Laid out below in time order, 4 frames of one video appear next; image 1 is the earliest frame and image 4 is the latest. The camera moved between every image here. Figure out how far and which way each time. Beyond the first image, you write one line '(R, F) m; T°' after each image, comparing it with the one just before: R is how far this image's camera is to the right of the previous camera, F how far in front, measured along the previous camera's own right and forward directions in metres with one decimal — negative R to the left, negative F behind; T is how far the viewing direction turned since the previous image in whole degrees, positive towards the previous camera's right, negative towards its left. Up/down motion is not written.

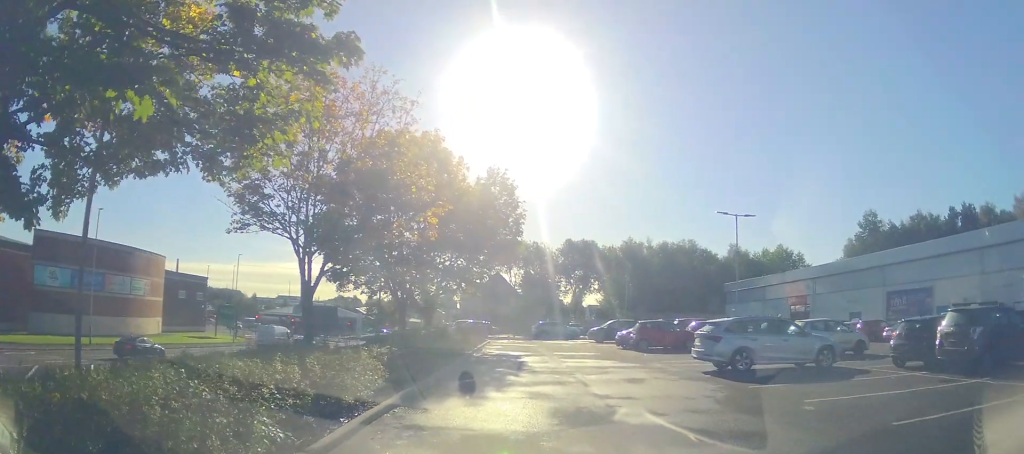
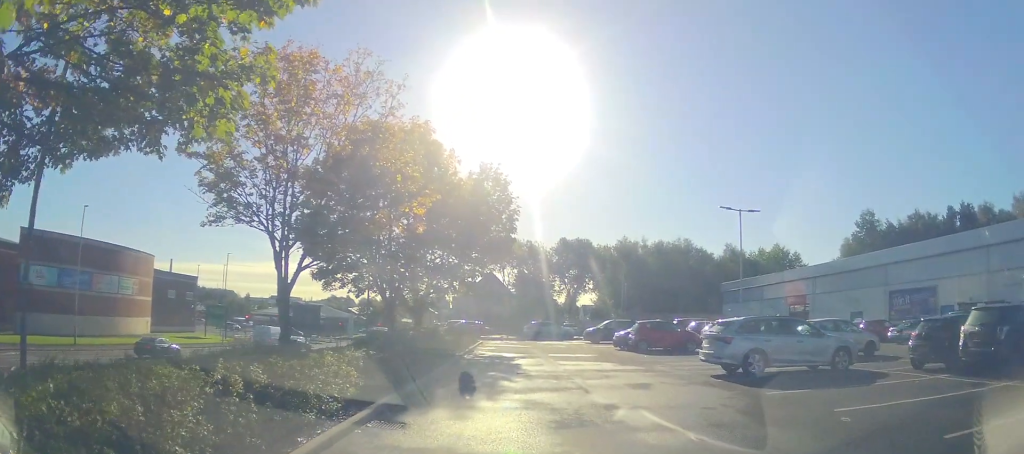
(0.0, +1.3) m; +1°
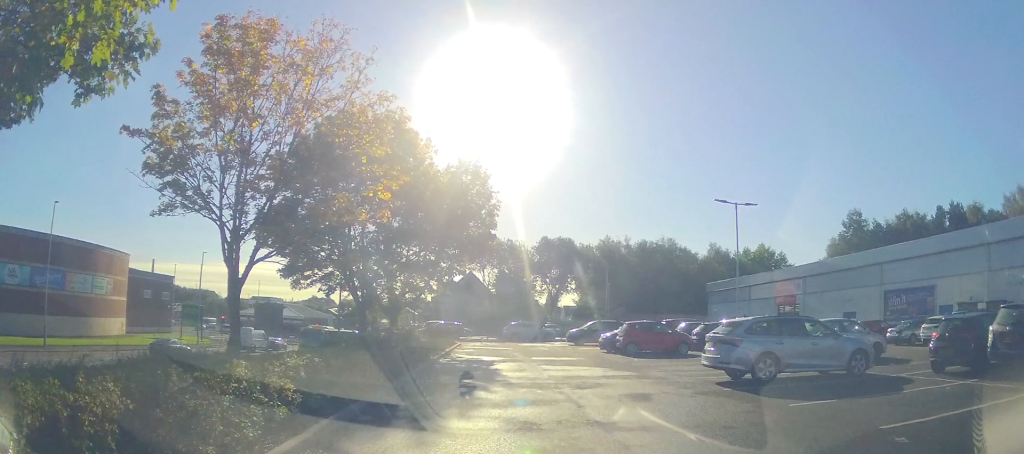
(-0.3, +1.8) m; 0°
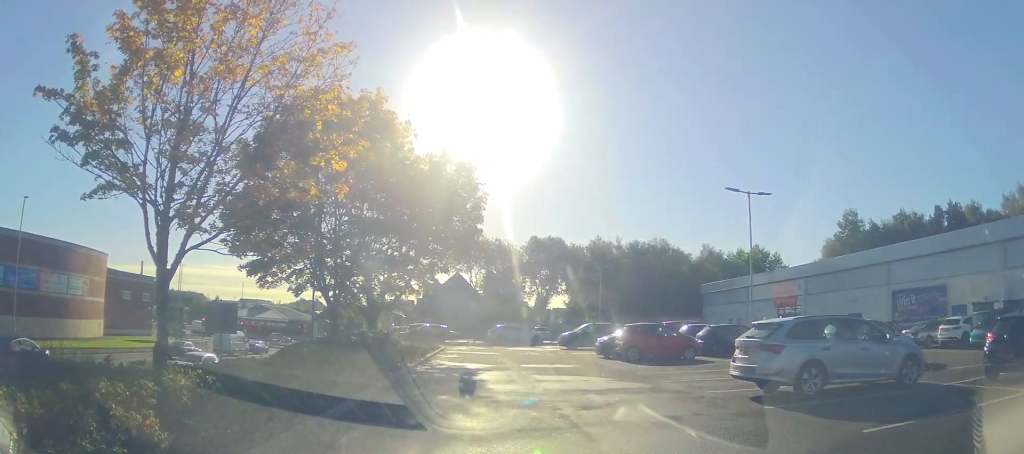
(-0.5, +2.5) m; 0°
